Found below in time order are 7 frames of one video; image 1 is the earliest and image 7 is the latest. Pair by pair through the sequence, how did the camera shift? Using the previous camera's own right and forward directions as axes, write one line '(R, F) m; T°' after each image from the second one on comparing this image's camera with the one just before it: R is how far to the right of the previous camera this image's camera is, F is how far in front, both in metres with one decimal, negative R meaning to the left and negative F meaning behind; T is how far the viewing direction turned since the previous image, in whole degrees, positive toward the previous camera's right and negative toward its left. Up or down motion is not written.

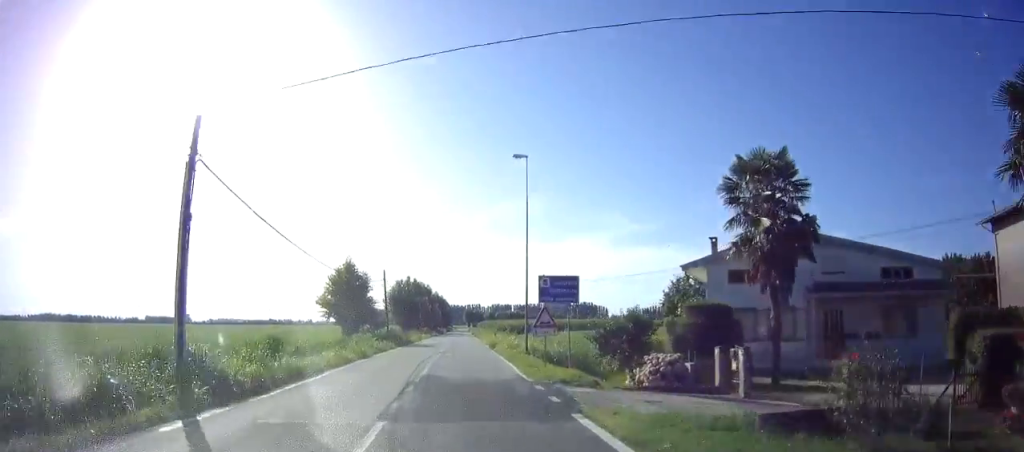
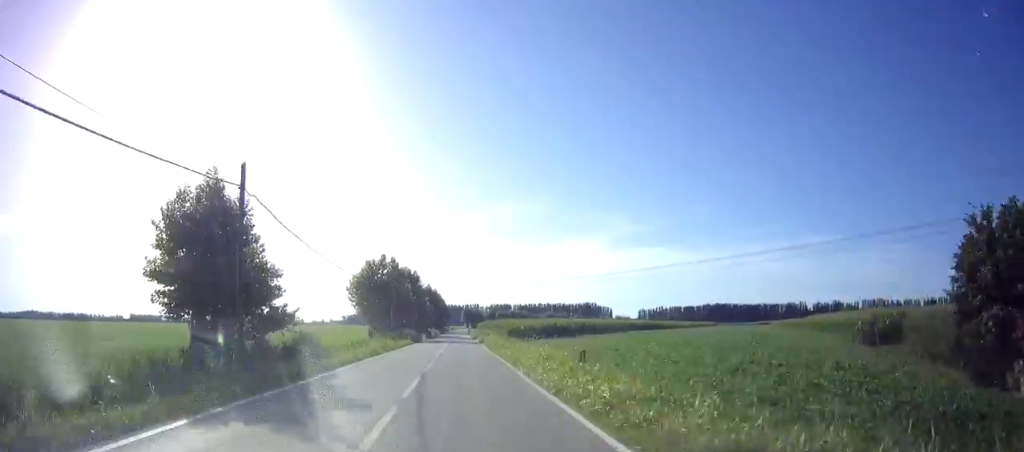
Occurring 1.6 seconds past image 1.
(-0.4, +30.2) m; 0°
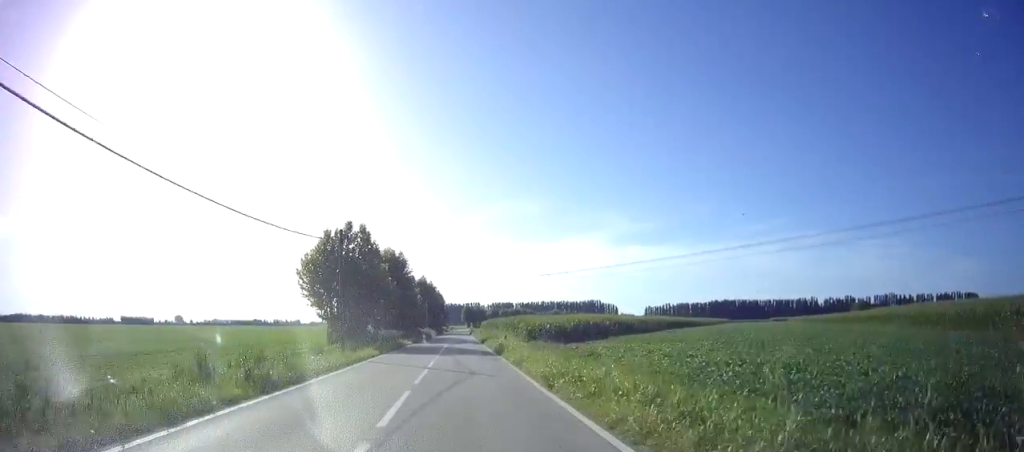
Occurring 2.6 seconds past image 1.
(+0.3, +20.7) m; +1°
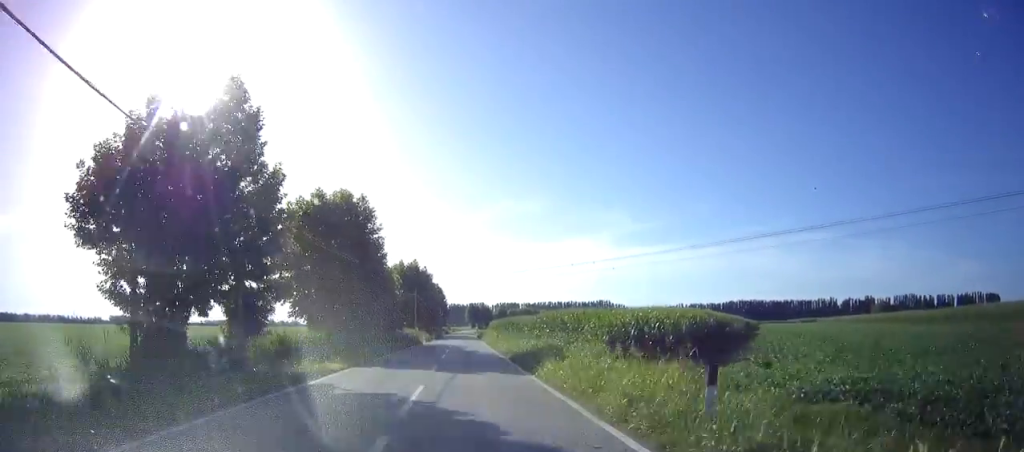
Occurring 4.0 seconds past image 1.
(-0.3, +28.2) m; -1°
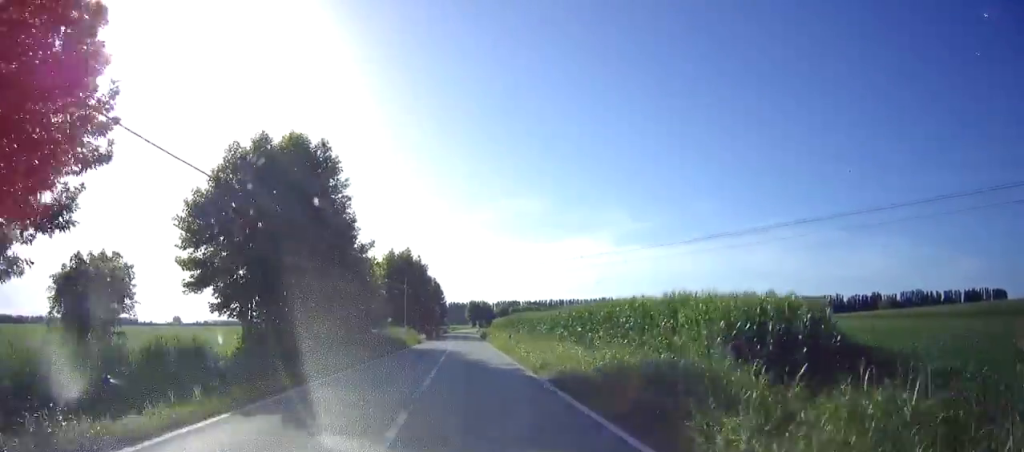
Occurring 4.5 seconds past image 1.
(0.0, +12.0) m; 0°
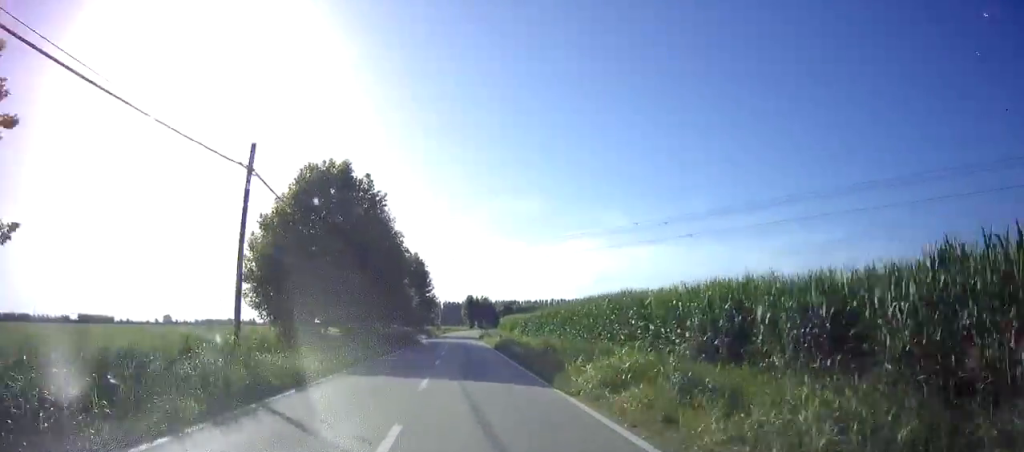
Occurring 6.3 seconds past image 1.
(+0.2, +37.8) m; 0°
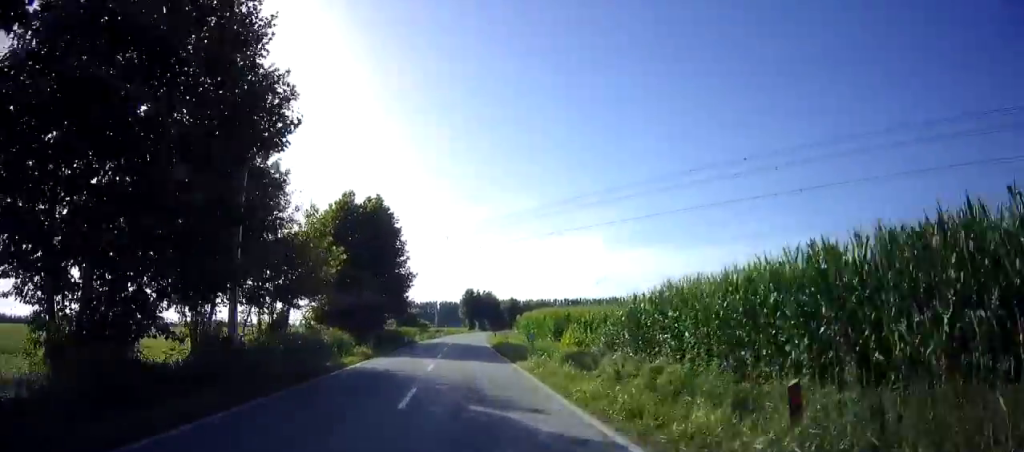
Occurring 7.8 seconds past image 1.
(+0.4, +32.9) m; +1°
